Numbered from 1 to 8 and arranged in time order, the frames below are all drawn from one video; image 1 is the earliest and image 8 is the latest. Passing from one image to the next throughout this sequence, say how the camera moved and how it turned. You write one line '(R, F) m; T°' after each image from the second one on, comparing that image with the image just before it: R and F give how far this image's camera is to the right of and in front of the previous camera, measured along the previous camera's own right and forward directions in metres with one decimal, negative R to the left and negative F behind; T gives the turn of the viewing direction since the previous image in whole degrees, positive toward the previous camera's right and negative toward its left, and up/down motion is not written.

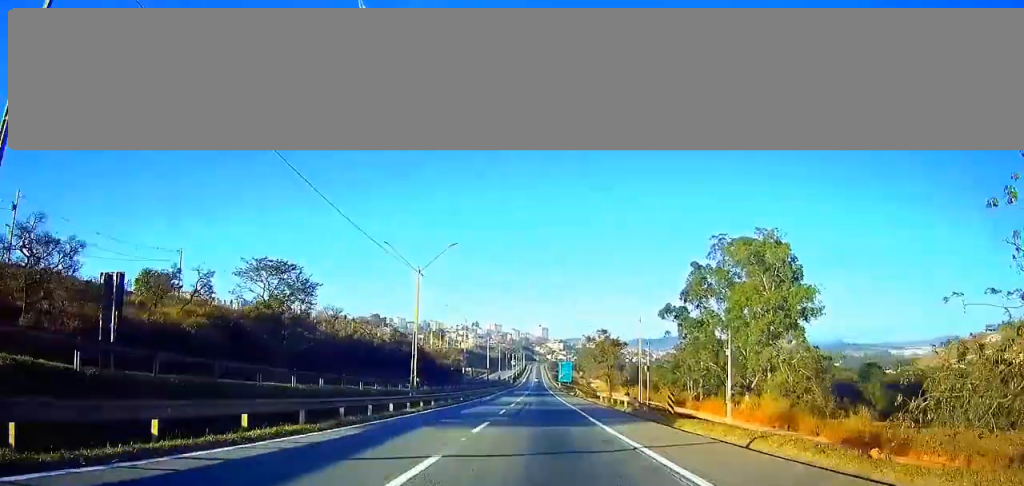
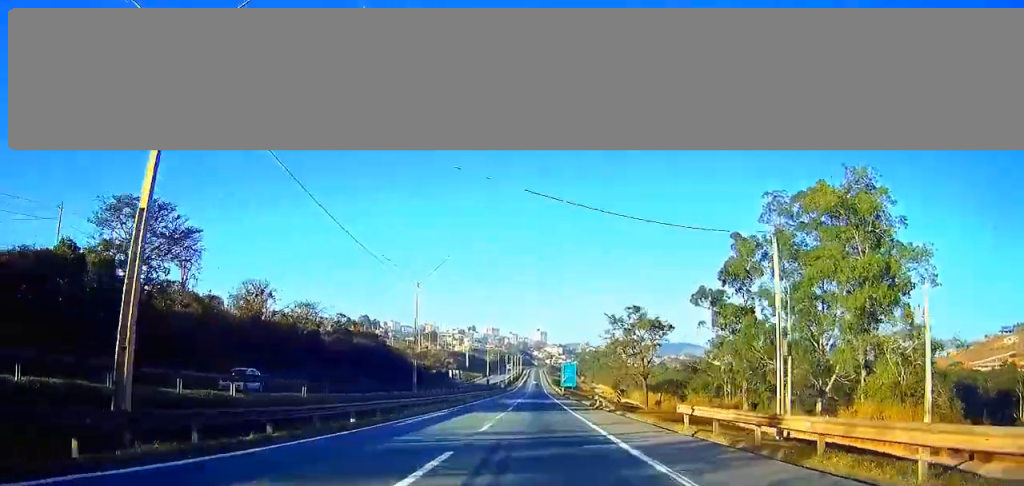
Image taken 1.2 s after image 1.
(-0.1, +34.8) m; 0°
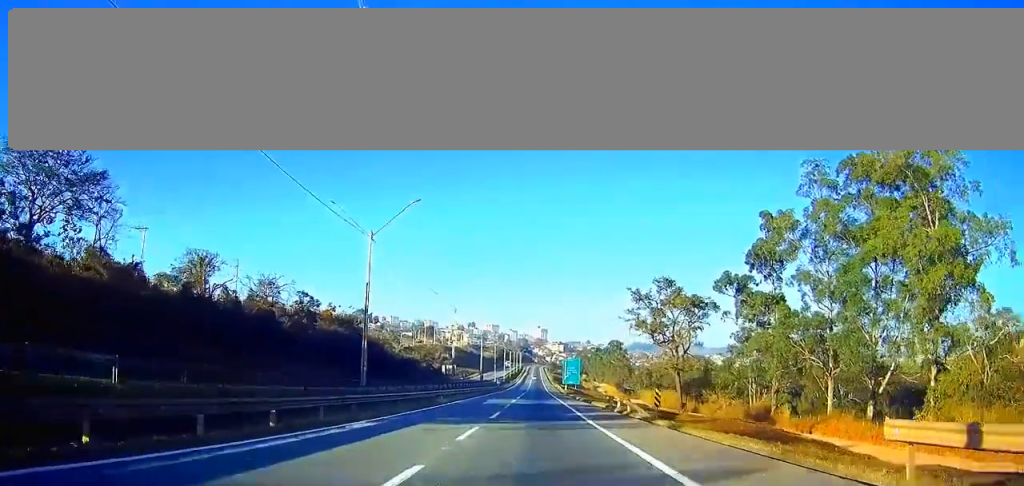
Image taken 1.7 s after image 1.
(+0.1, +15.9) m; 0°
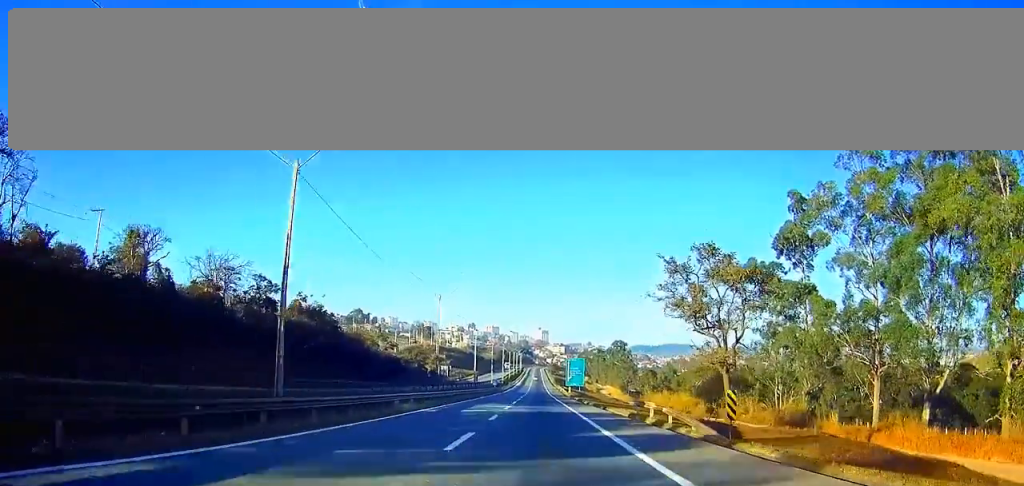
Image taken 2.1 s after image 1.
(-0.1, +12.9) m; 0°
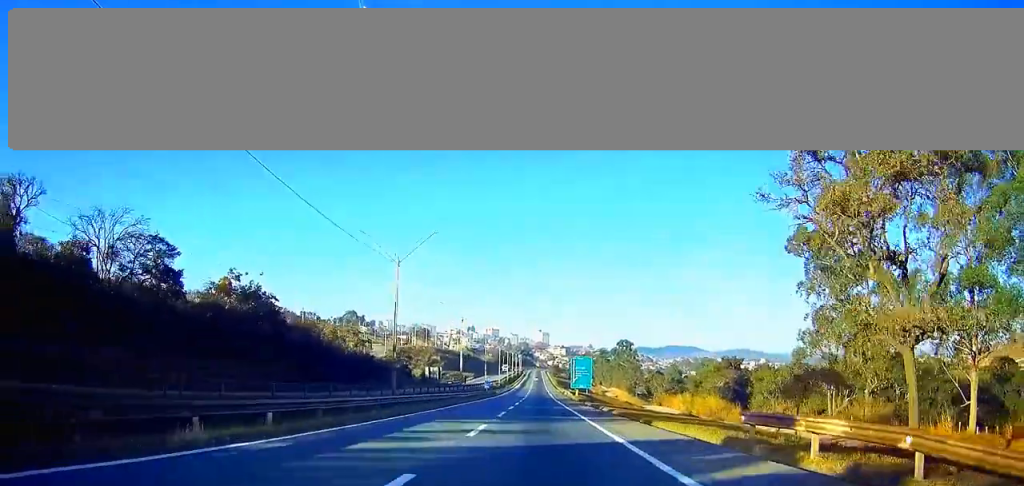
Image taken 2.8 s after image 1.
(-0.1, +19.9) m; 0°
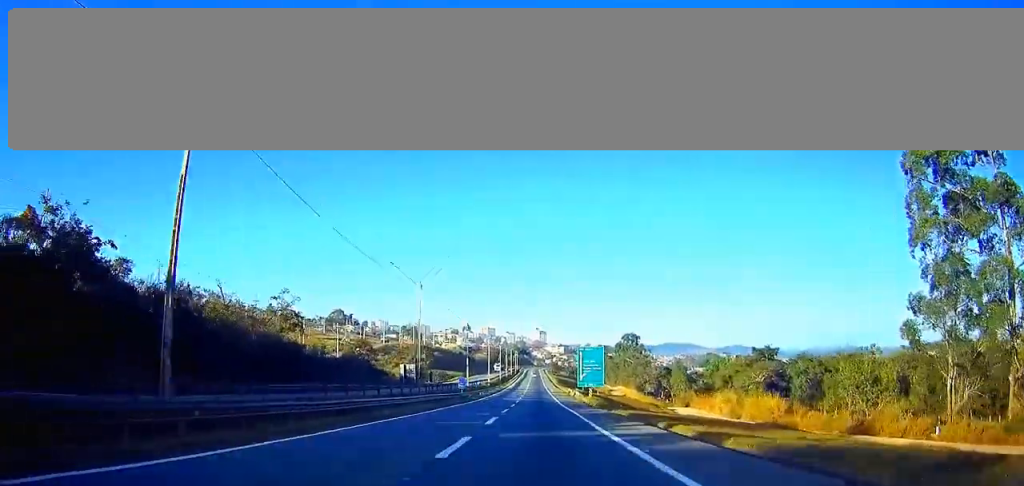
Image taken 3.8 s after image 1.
(+0.1, +28.8) m; 0°
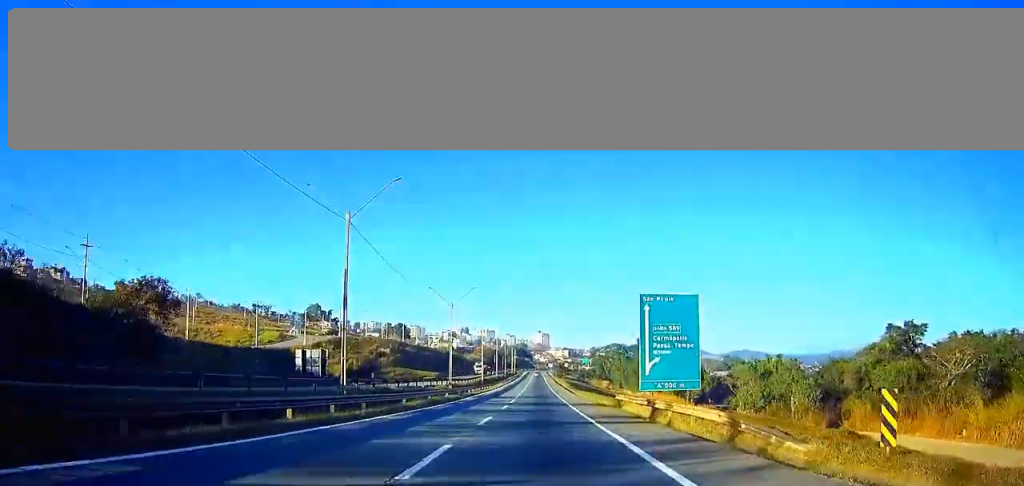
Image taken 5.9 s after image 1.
(-0.4, +62.6) m; -1°
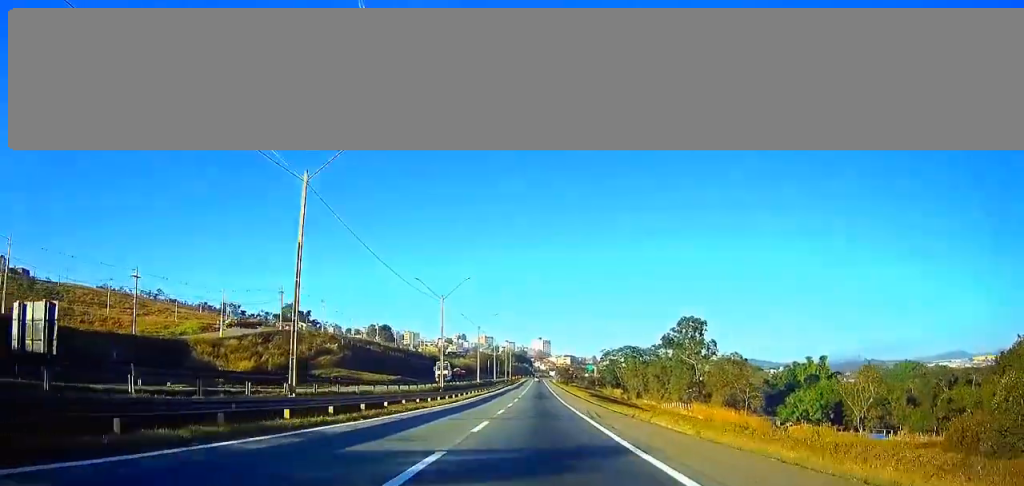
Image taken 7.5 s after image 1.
(+0.2, +48.8) m; 0°
